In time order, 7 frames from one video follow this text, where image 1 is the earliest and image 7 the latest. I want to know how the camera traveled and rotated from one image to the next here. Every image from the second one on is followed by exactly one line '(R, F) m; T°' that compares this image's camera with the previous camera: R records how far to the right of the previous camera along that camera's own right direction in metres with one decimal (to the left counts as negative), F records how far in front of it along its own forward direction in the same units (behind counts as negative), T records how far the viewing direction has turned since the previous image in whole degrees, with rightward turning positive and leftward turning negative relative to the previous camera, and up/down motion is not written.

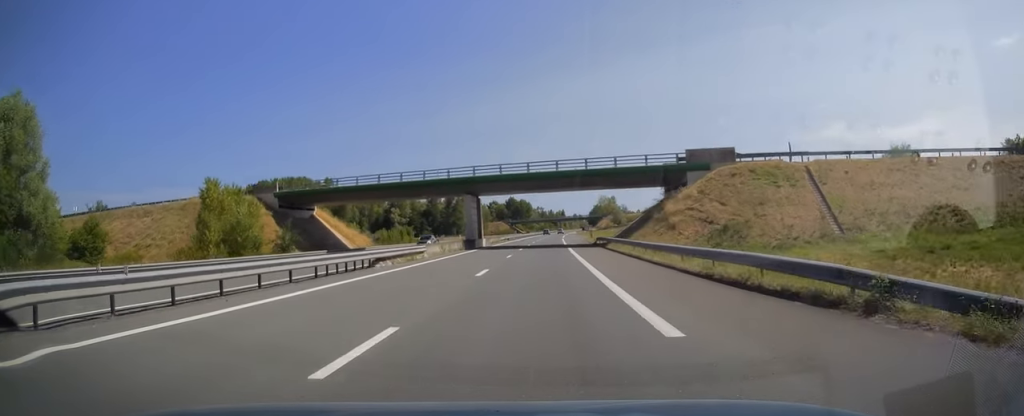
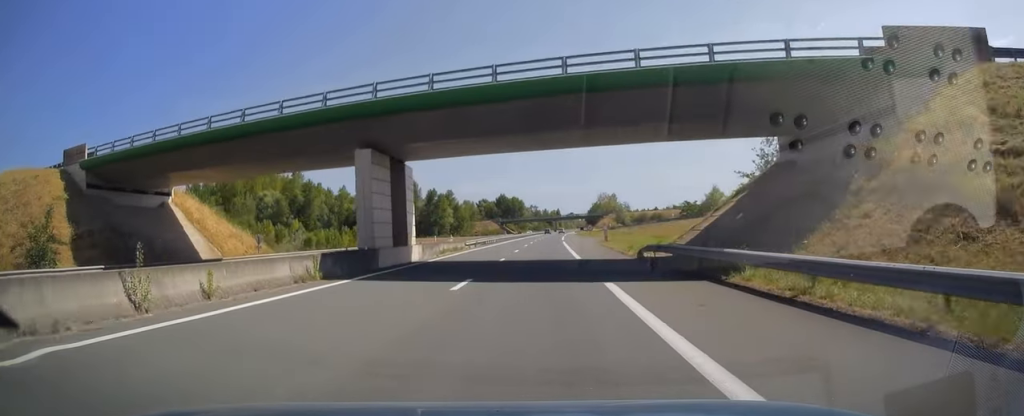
(+0.1, +30.9) m; +1°
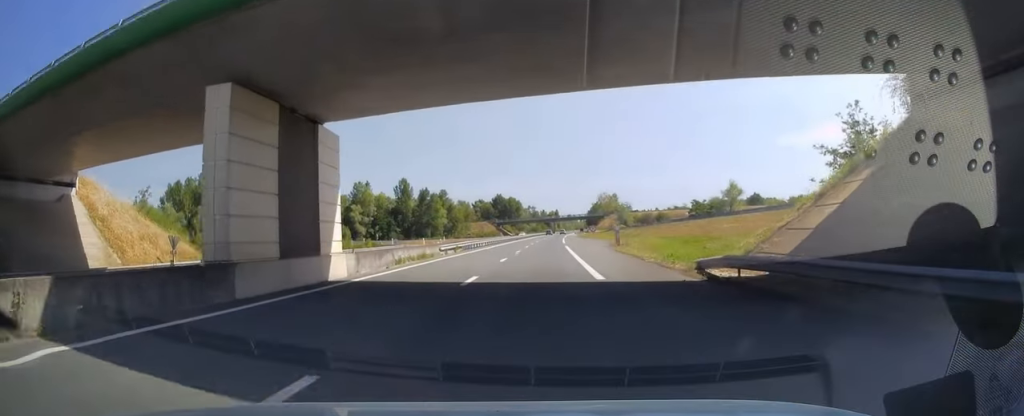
(-0.1, +11.8) m; 0°
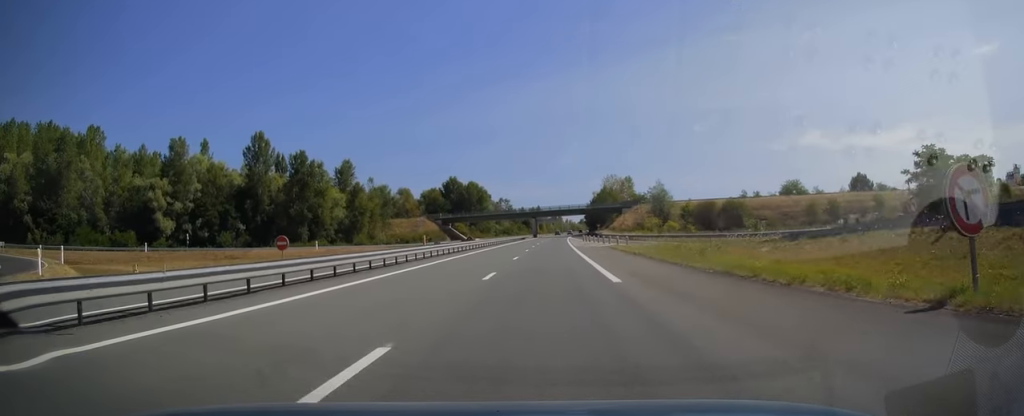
(+1.8, +103.8) m; +2°
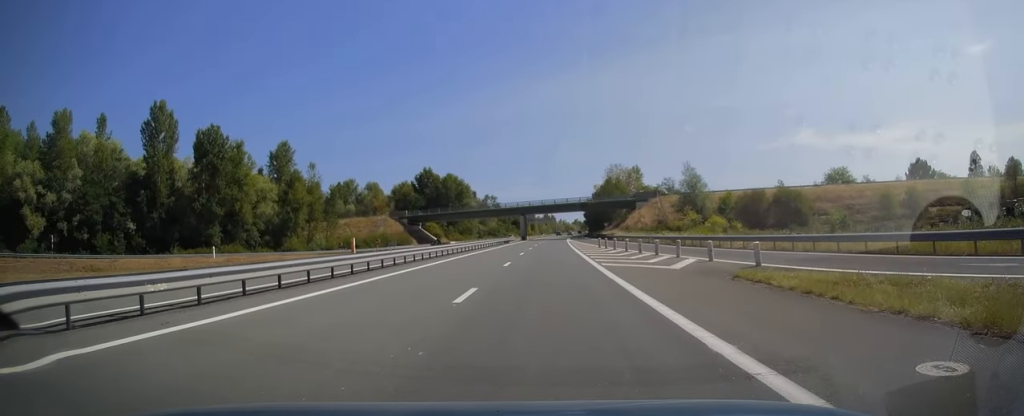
(+0.2, +32.3) m; +1°
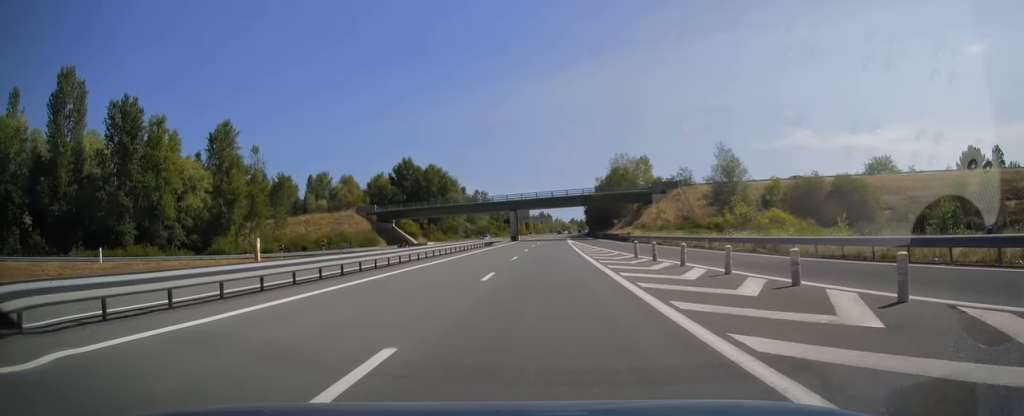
(0.0, +21.1) m; 0°
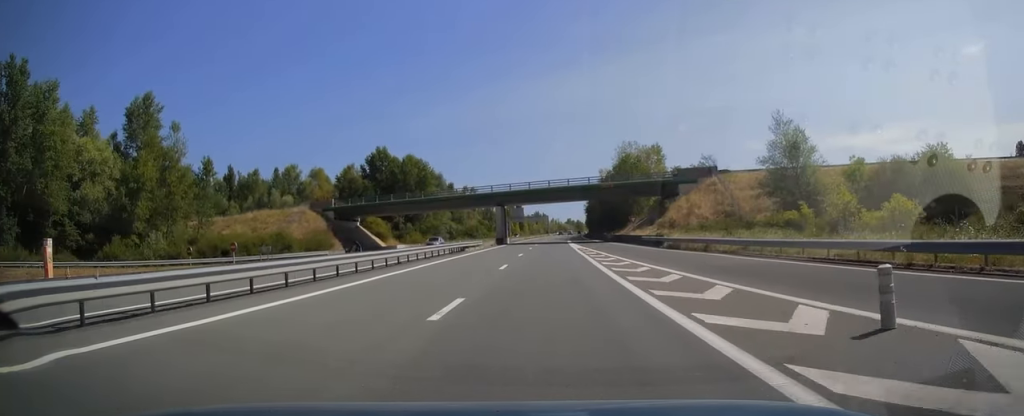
(0.0, +20.6) m; 0°
